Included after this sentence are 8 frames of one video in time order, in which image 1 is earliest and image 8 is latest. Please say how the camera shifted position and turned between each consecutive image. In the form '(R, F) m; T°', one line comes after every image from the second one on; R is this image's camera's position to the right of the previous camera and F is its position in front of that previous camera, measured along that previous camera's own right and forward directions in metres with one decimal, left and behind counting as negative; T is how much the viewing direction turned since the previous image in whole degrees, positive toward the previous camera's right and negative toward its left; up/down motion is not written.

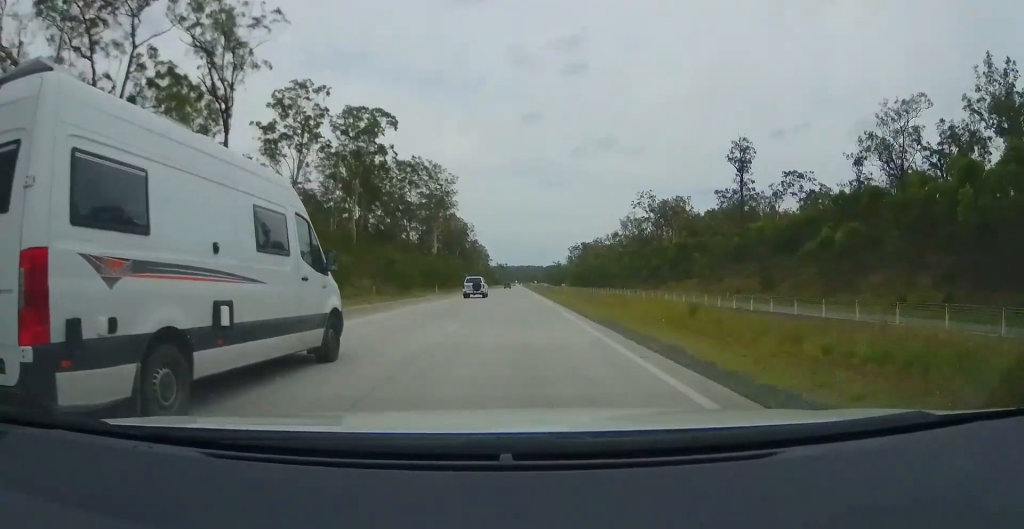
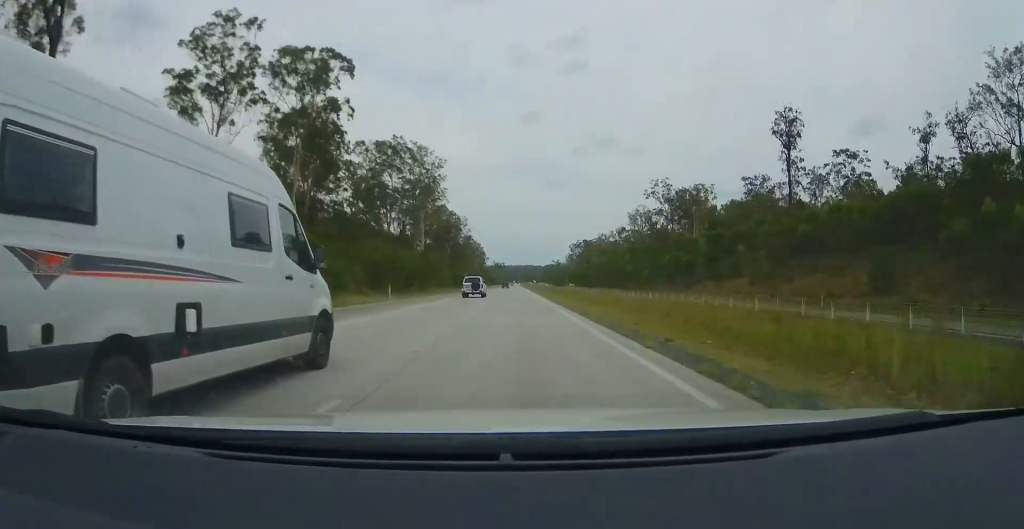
(-0.3, +22.9) m; 0°
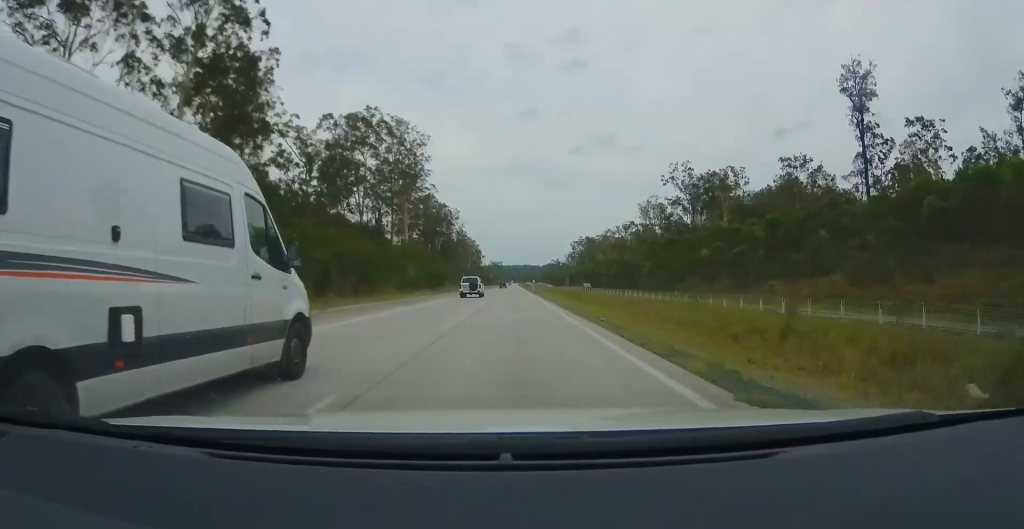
(+0.4, +24.2) m; +1°
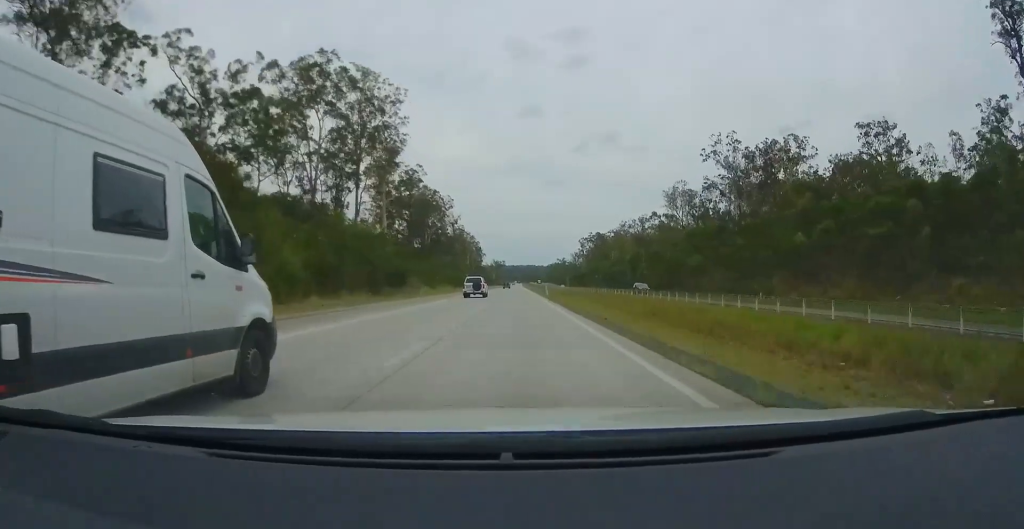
(+0.1, +31.6) m; 0°
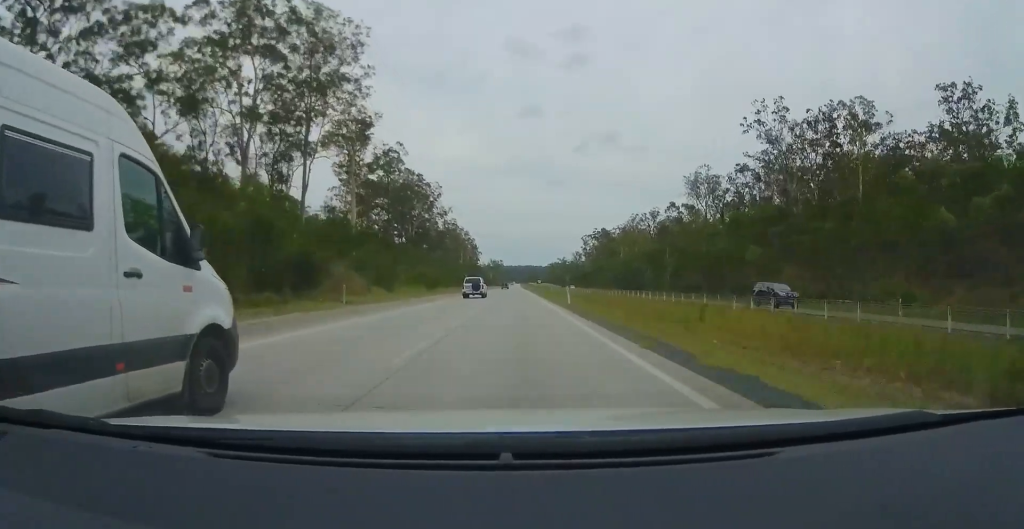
(-0.1, +24.2) m; -1°
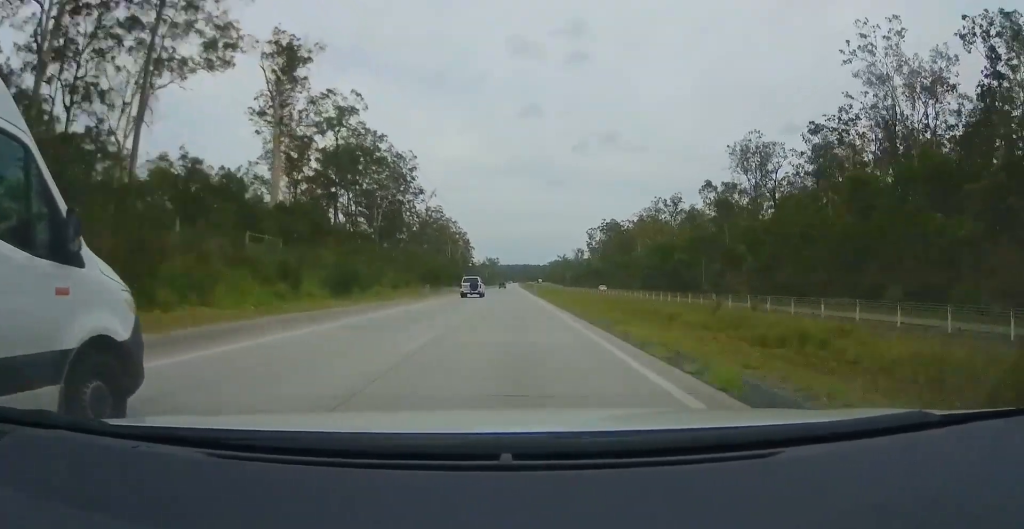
(-0.8, +35.3) m; 0°
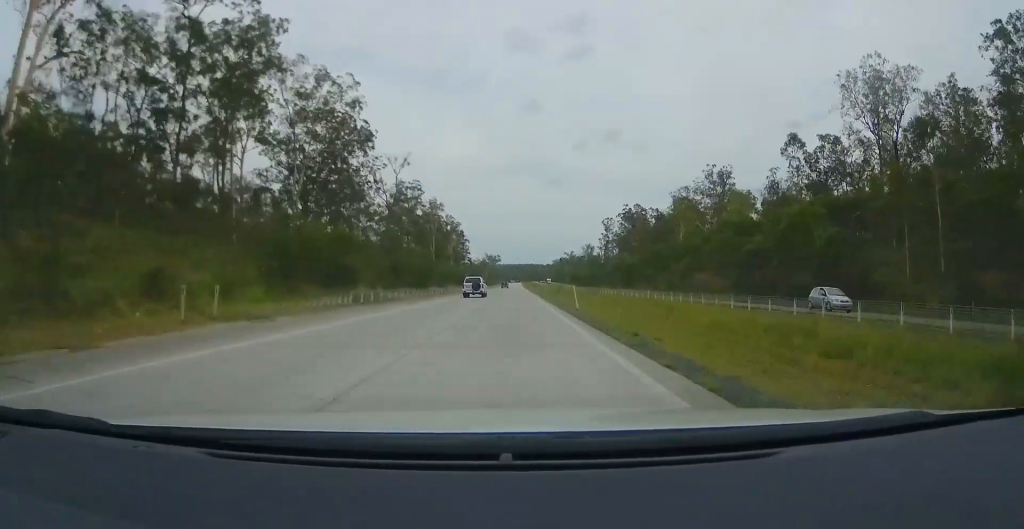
(+1.2, +46.1) m; +2°
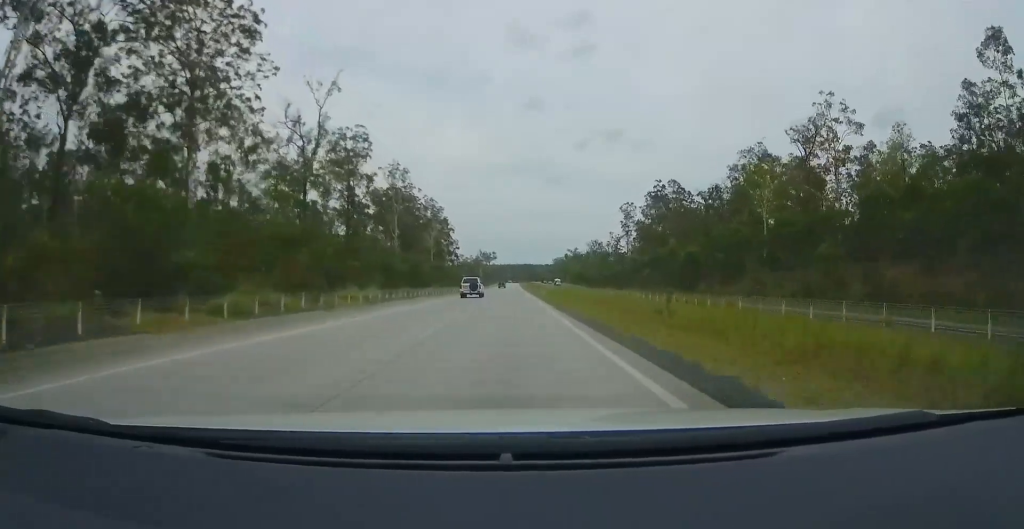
(0.0, +49.6) m; 0°
